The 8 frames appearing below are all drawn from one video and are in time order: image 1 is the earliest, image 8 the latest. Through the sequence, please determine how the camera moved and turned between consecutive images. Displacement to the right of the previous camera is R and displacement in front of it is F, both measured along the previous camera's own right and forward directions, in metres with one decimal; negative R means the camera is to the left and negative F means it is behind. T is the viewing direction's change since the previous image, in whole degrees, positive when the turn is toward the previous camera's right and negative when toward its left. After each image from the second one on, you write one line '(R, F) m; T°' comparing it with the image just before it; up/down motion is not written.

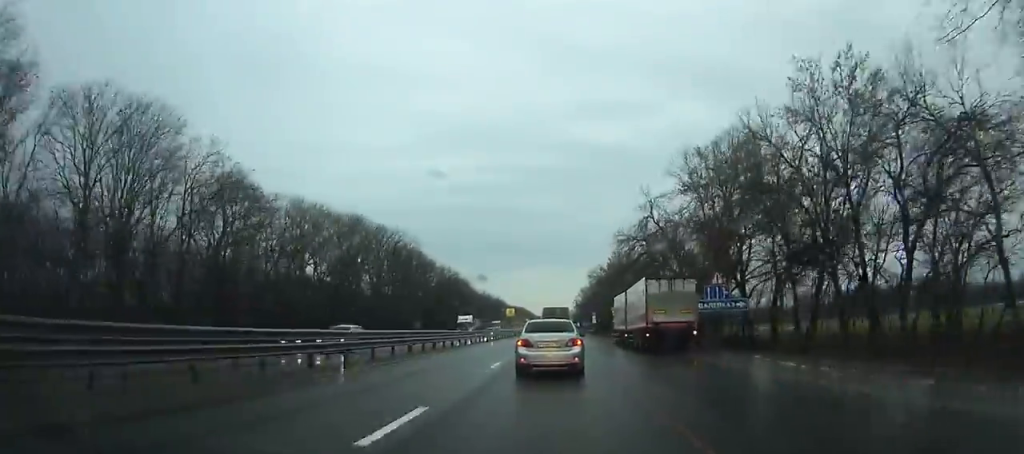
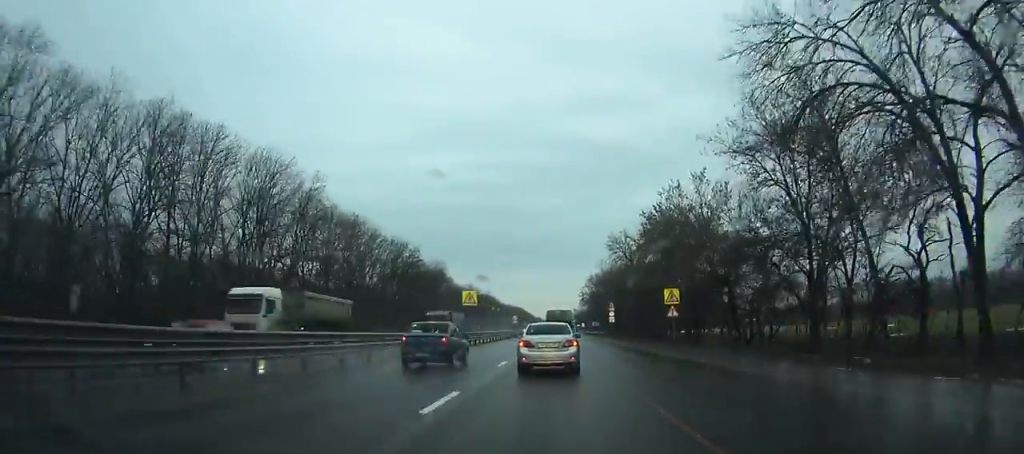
(0.0, +44.7) m; 0°
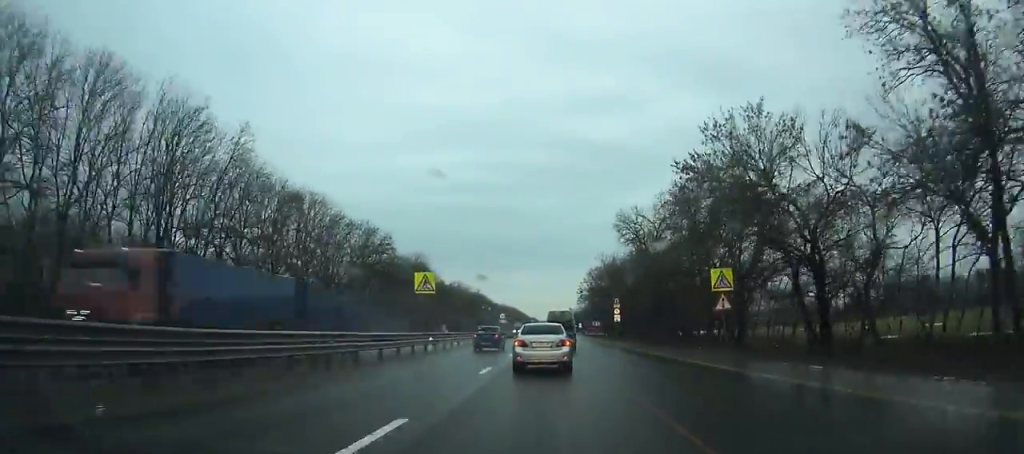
(+0.1, +15.3) m; 0°
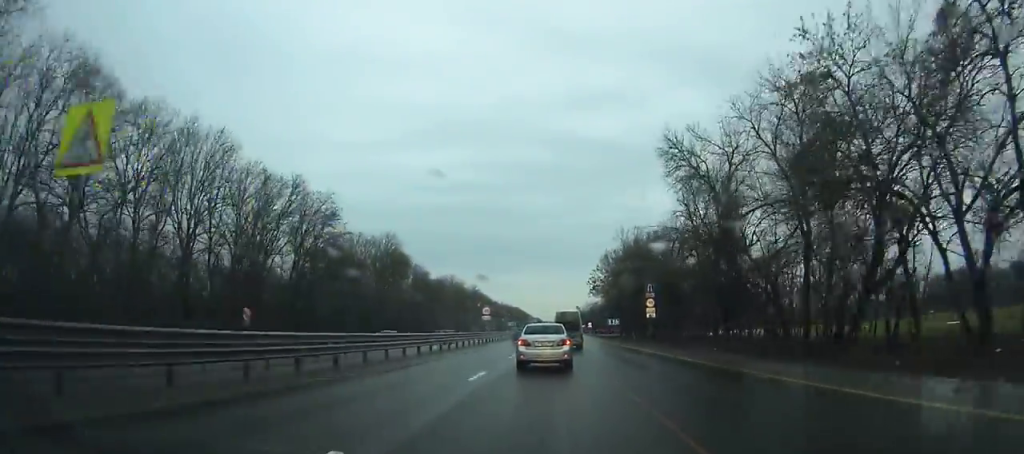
(0.0, +26.0) m; 0°
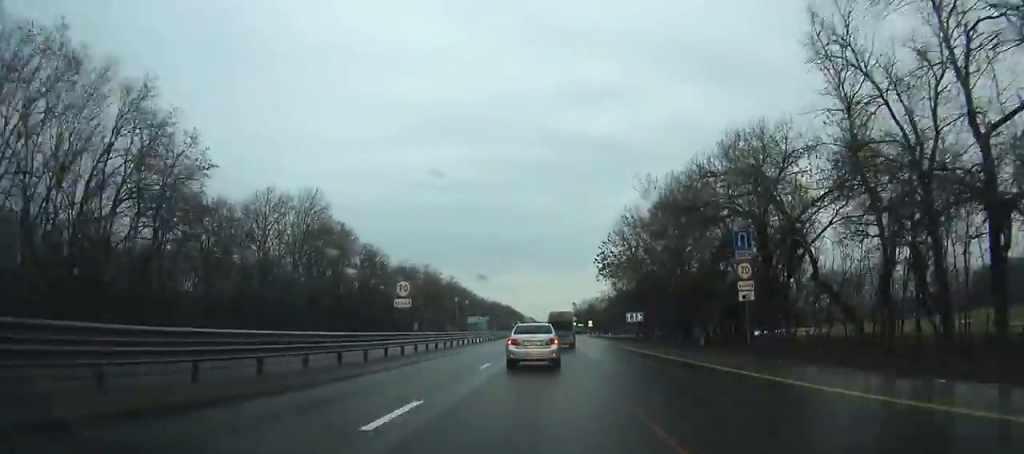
(-0.1, +30.5) m; 0°
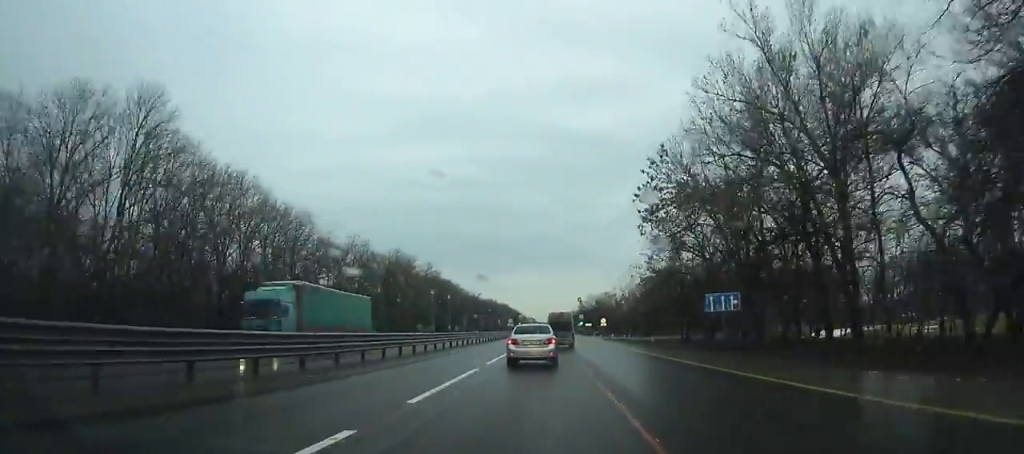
(-0.1, +32.6) m; 0°
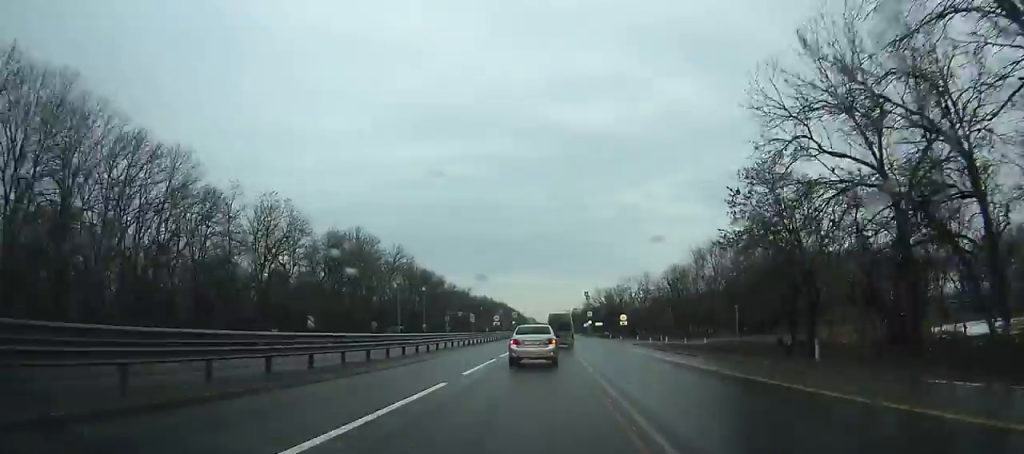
(+0.3, +29.2) m; 0°
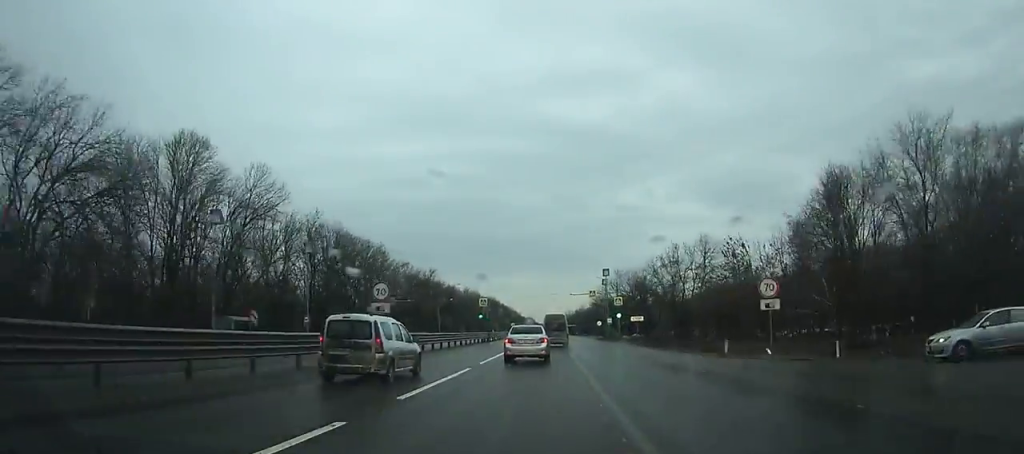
(+0.1, +54.4) m; 0°
